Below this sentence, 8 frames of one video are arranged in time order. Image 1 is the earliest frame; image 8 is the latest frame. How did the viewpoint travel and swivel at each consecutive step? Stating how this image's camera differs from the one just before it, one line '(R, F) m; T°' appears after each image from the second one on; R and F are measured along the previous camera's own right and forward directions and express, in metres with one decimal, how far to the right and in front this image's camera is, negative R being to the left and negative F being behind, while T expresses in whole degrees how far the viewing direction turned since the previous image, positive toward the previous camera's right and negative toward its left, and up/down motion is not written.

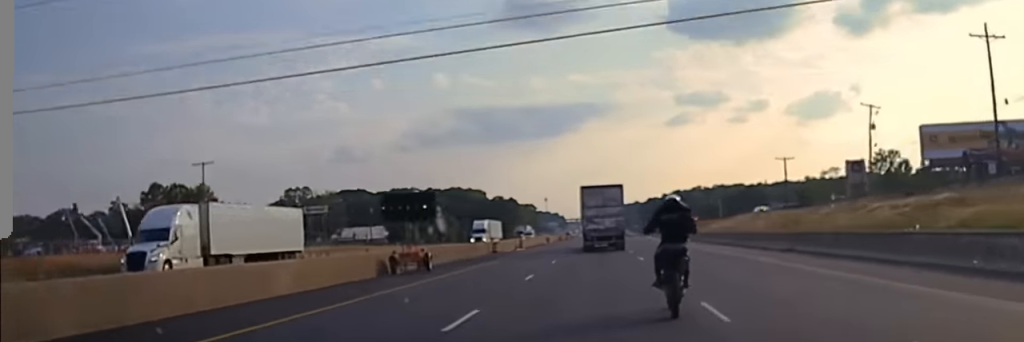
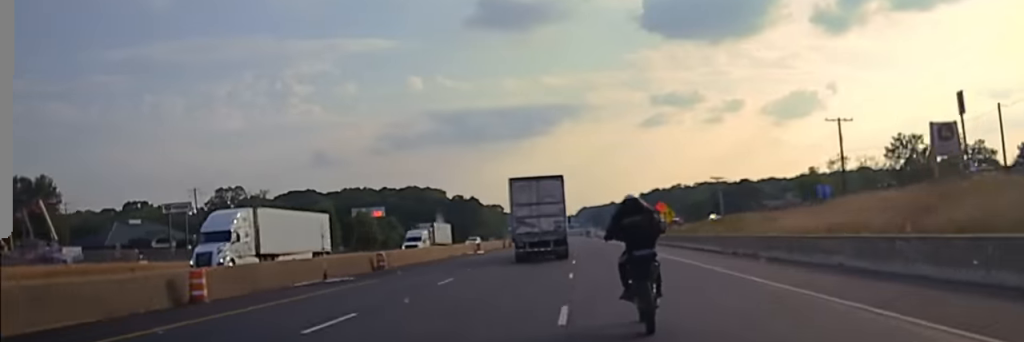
(-0.1, +43.1) m; 0°
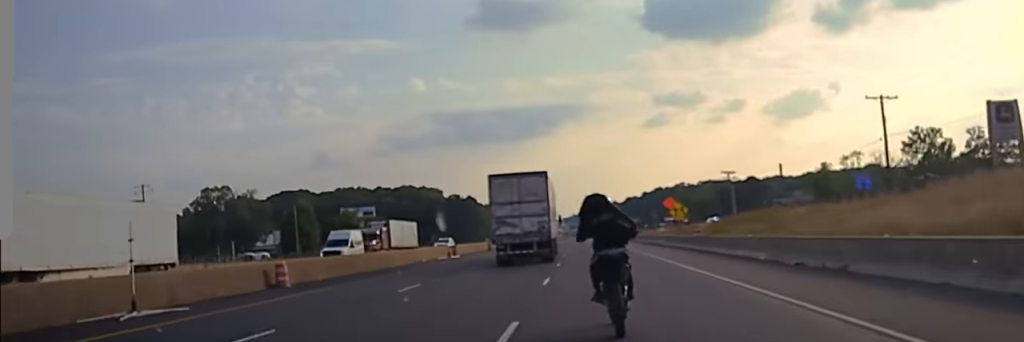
(+0.1, +12.9) m; 0°
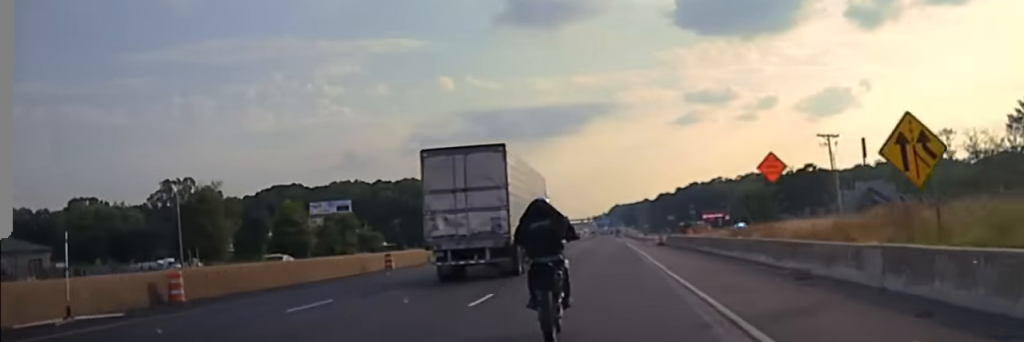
(-0.7, +48.5) m; -1°
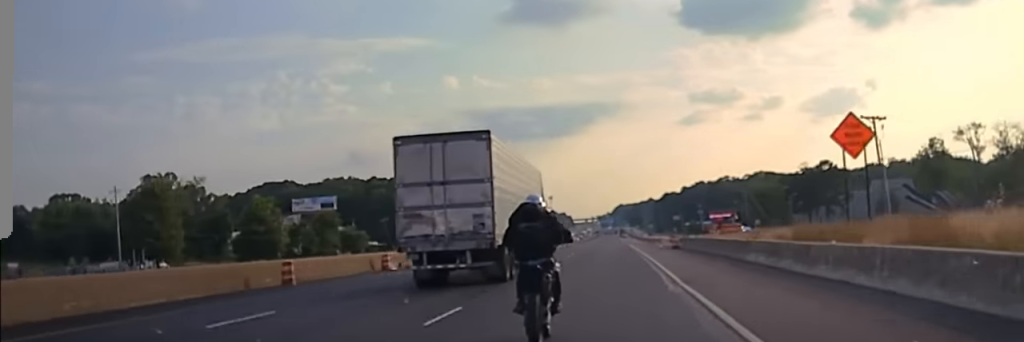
(-0.2, +14.1) m; 0°
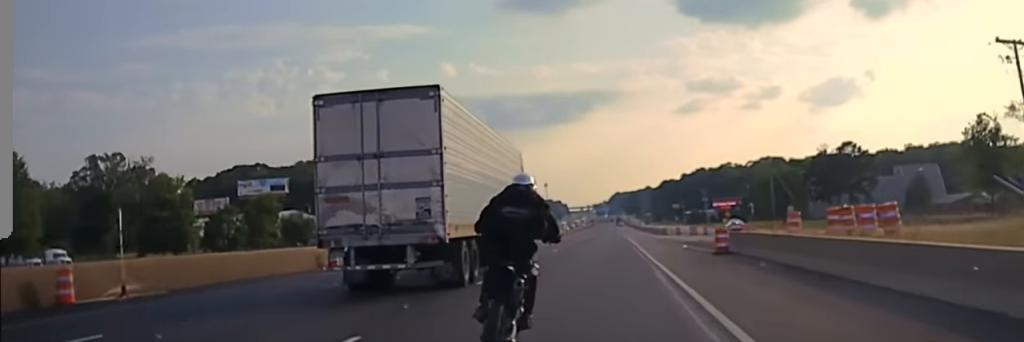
(+0.2, +27.8) m; +1°
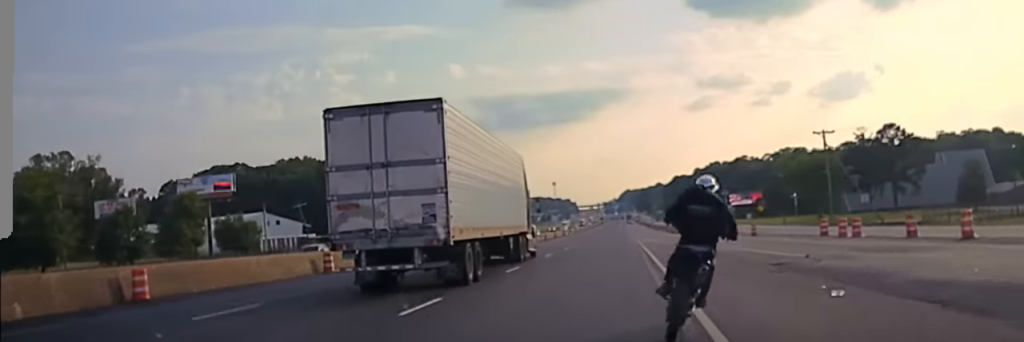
(+0.3, +32.6) m; +2°
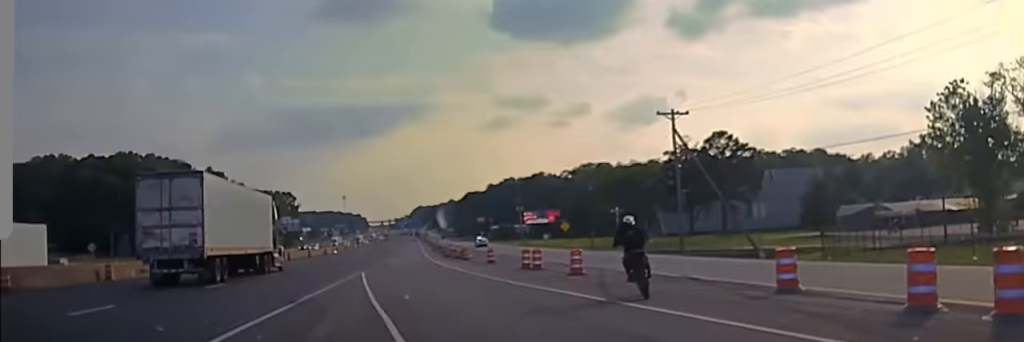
(+1.9, +34.1) m; +7°
